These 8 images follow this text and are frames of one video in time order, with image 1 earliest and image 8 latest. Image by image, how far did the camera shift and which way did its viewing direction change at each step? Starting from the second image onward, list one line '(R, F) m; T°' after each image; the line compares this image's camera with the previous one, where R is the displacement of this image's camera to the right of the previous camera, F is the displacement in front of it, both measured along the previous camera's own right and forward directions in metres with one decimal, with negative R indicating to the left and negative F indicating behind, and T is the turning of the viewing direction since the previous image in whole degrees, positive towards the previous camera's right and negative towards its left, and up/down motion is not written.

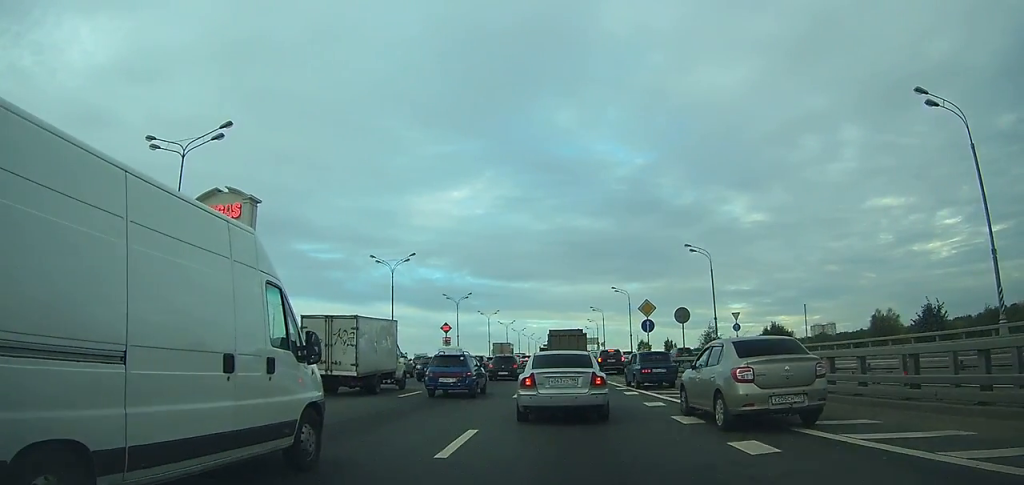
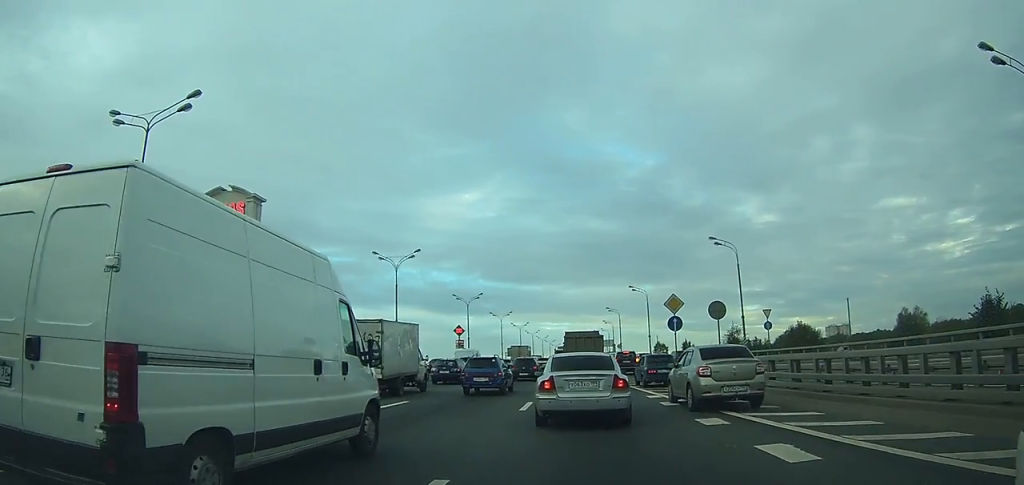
(-0.1, +5.1) m; -3°
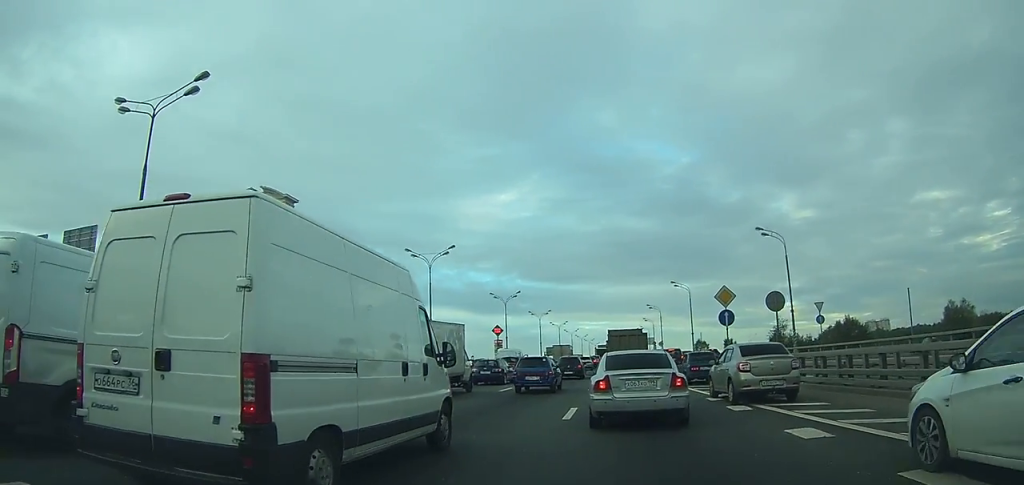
(0.0, +2.7) m; -1°
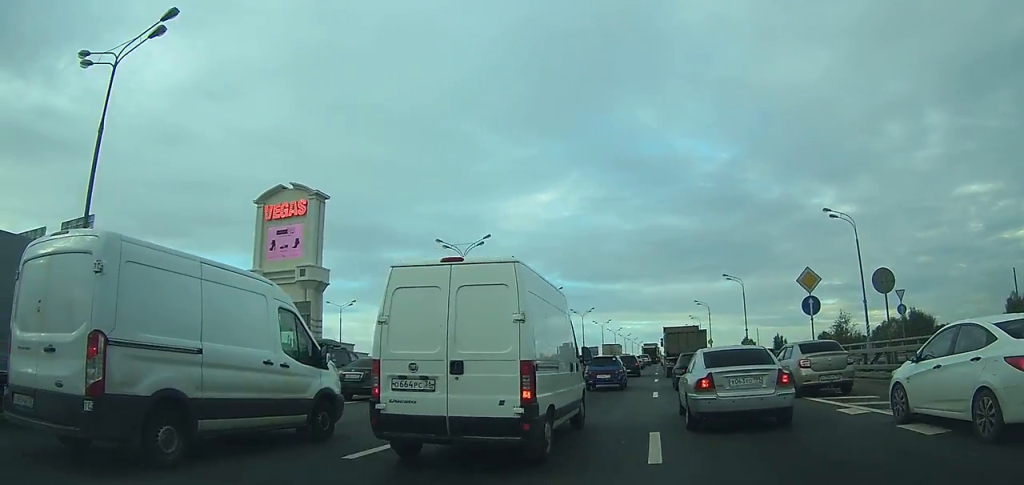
(-0.2, +6.0) m; -1°
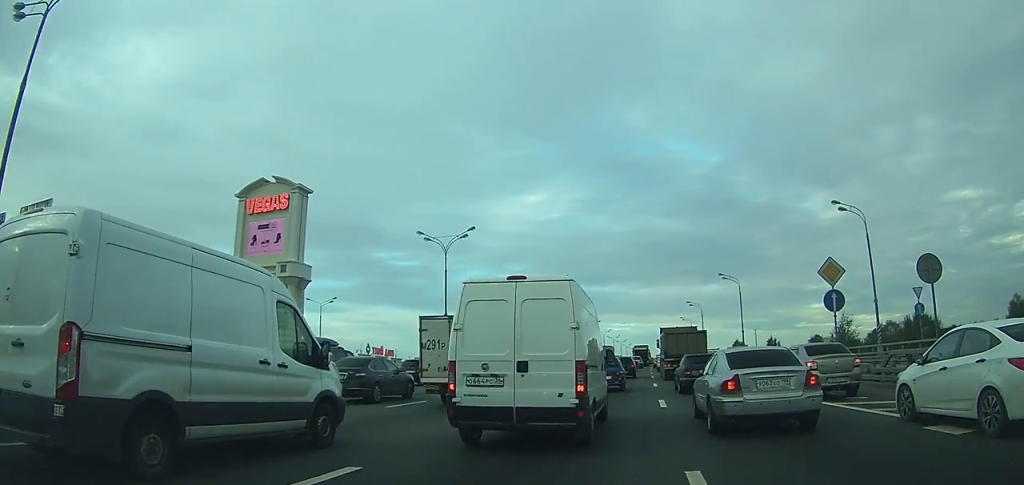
(0.0, +3.6) m; +1°
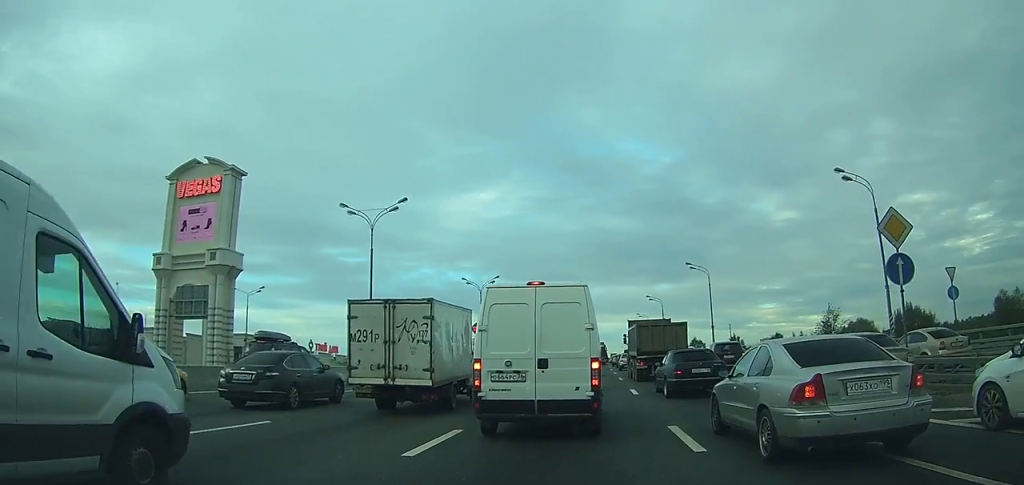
(+0.2, +7.1) m; +3°
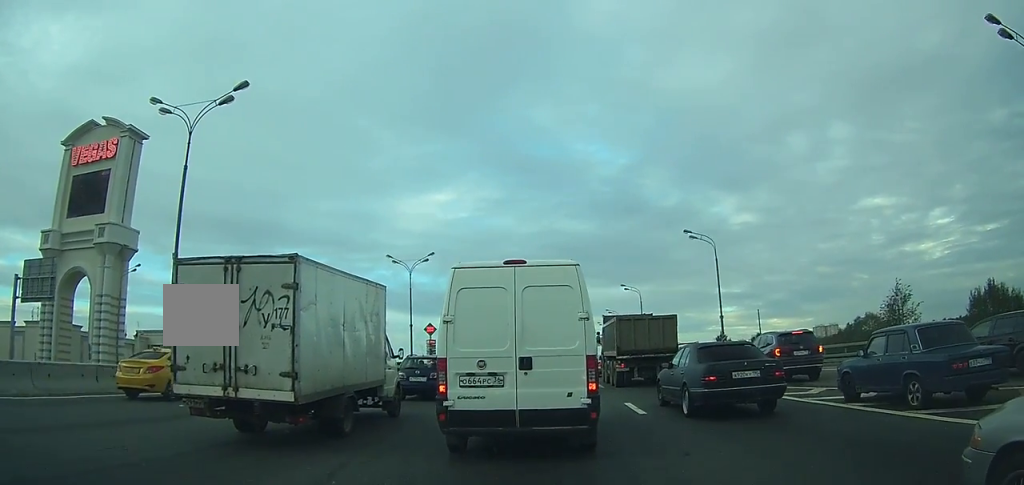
(+0.7, +19.1) m; +4°
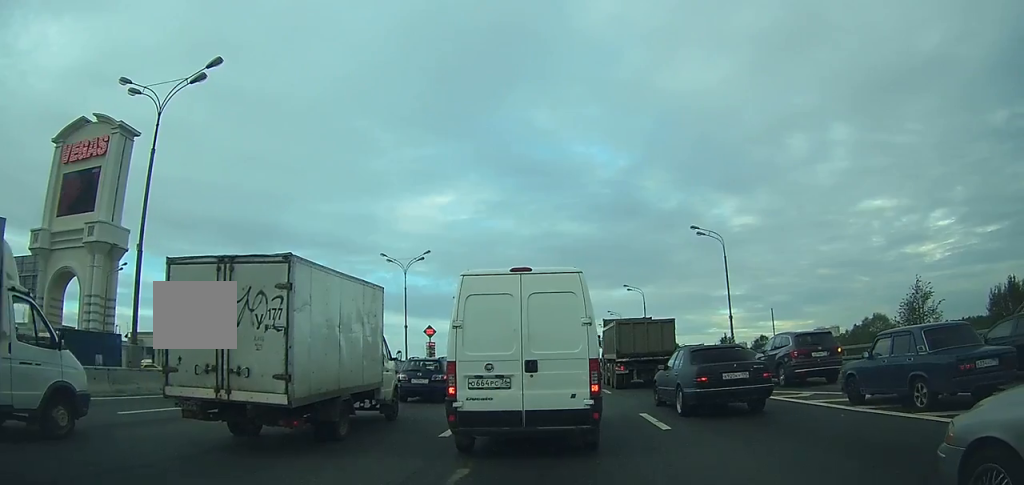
(0.0, +3.0) m; +1°
